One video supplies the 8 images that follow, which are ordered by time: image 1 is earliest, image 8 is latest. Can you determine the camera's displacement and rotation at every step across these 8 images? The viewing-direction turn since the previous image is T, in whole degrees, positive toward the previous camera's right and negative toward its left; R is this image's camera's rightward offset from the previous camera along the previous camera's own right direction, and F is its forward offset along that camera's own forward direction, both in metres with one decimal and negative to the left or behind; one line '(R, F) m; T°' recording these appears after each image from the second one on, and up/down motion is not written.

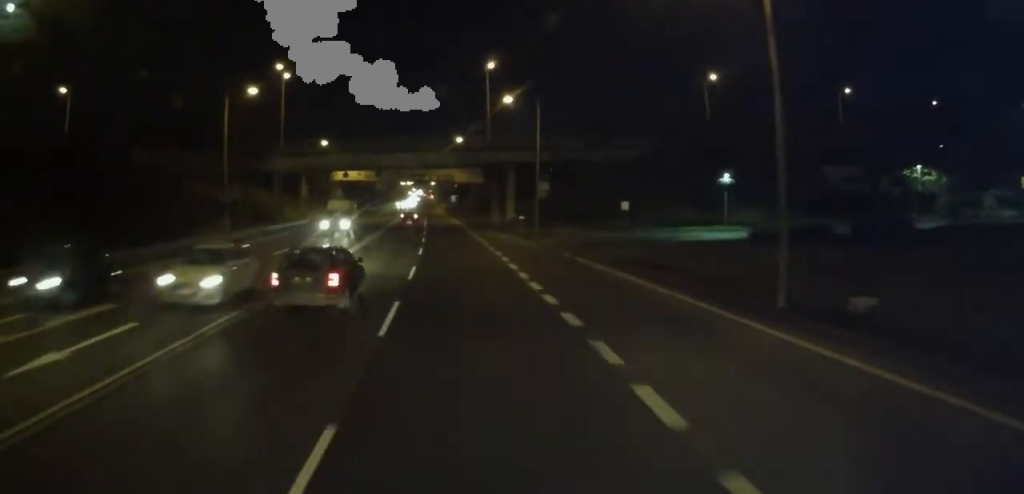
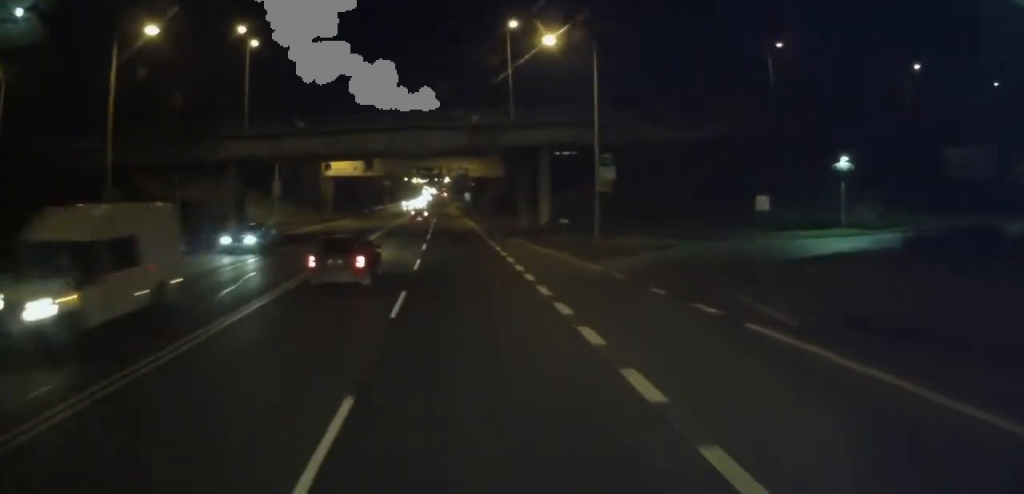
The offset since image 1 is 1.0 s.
(-0.3, +16.6) m; -2°
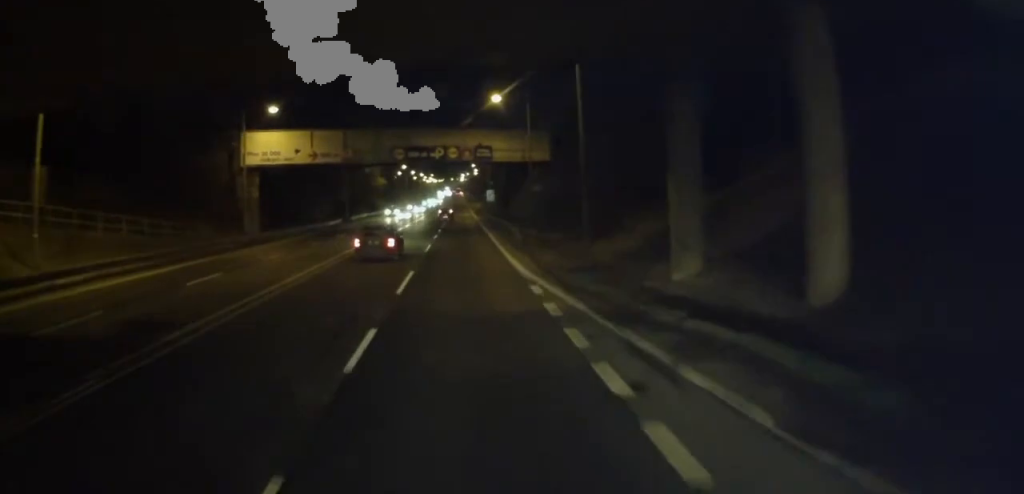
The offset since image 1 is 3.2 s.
(-1.4, +38.3) m; -2°
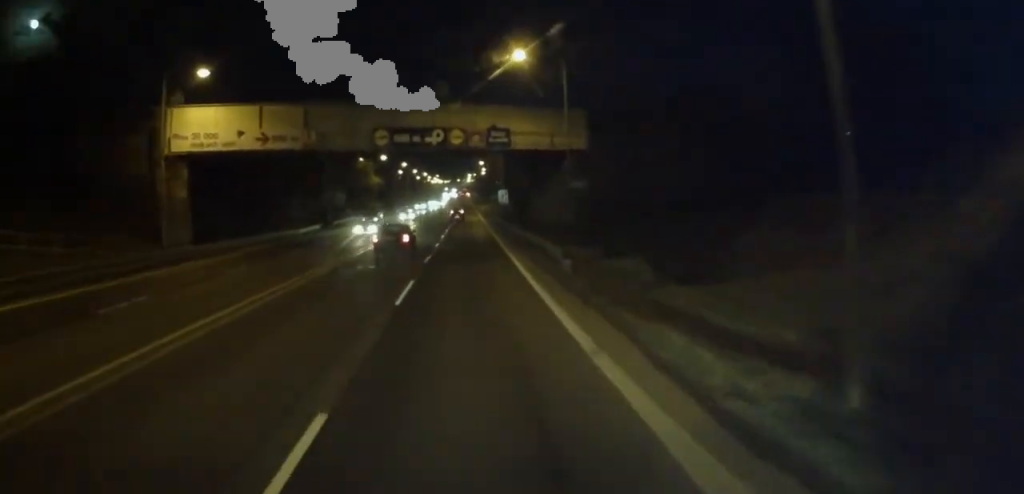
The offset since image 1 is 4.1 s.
(+0.2, +14.9) m; +1°
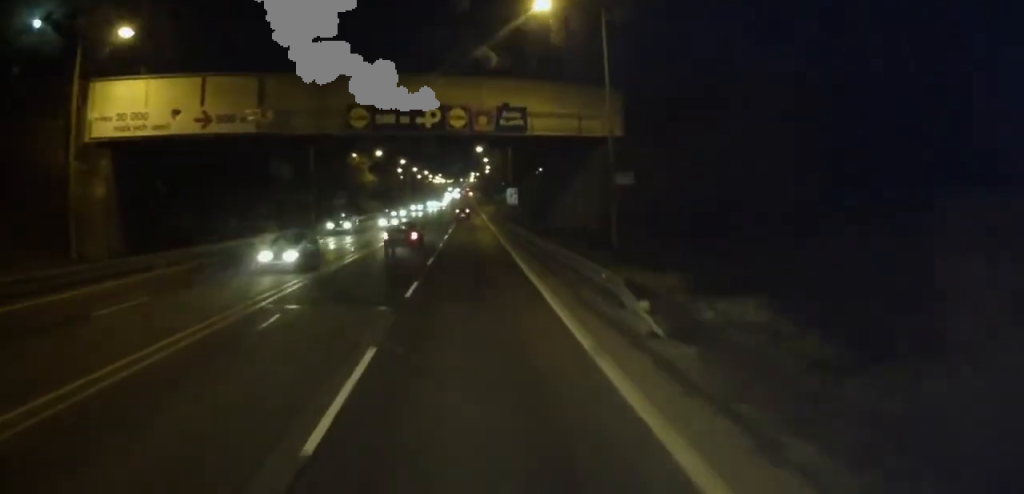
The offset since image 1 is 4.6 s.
(0.0, +9.2) m; 0°
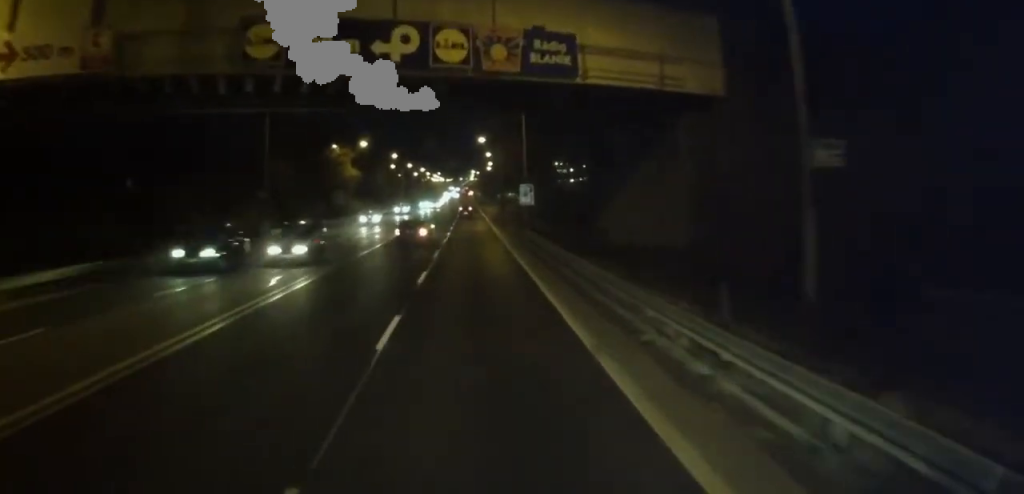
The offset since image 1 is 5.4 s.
(-0.1, +14.3) m; -1°
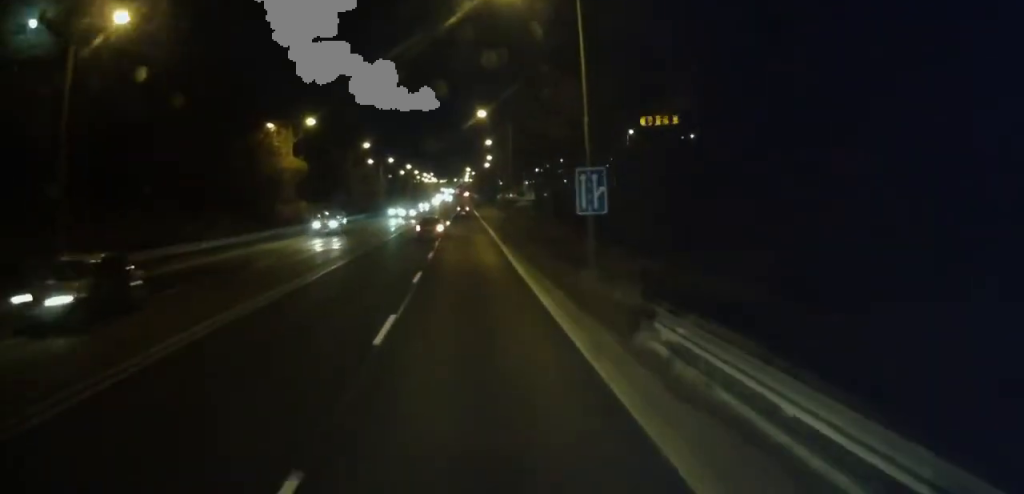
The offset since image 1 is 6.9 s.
(-0.2, +25.4) m; 0°
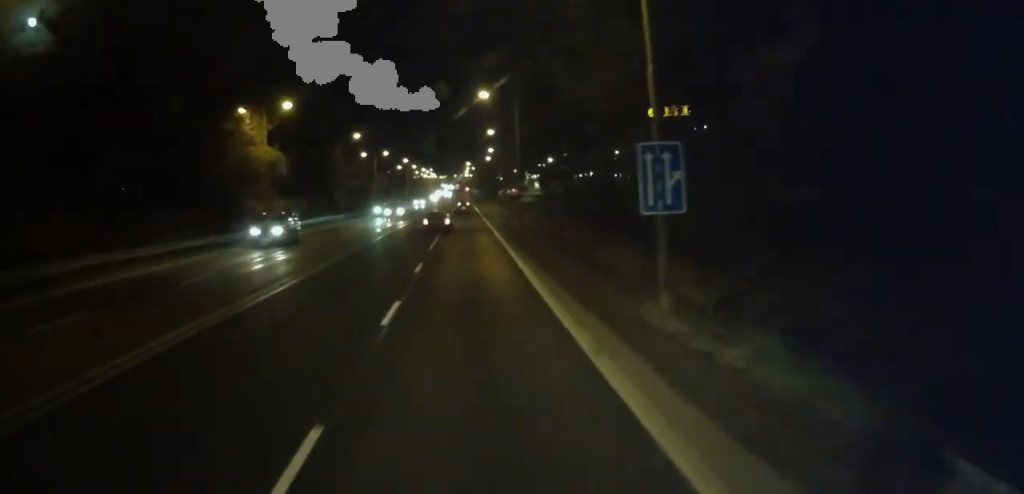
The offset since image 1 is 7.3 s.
(0.0, +7.5) m; 0°
